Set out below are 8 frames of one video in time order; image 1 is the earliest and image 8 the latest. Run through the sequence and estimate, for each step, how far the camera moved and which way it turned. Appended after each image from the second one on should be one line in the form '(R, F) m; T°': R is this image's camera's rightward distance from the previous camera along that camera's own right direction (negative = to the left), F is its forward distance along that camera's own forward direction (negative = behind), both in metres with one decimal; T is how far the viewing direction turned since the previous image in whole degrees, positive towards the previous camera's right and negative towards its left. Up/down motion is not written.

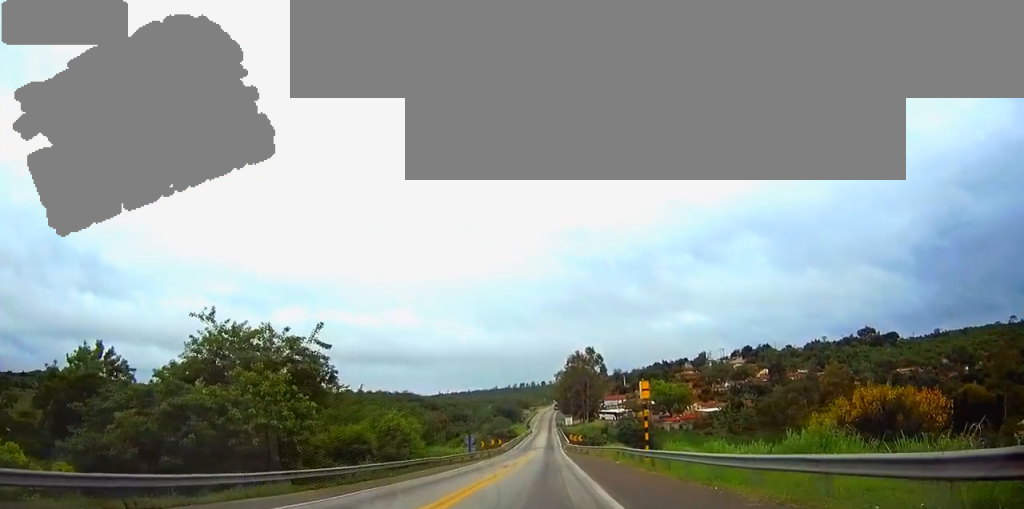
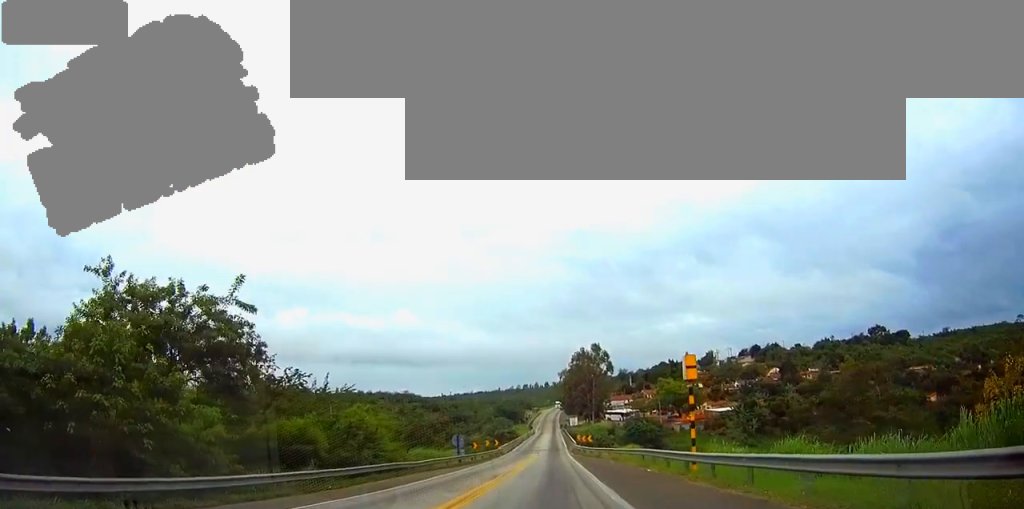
(-0.1, +10.7) m; 0°
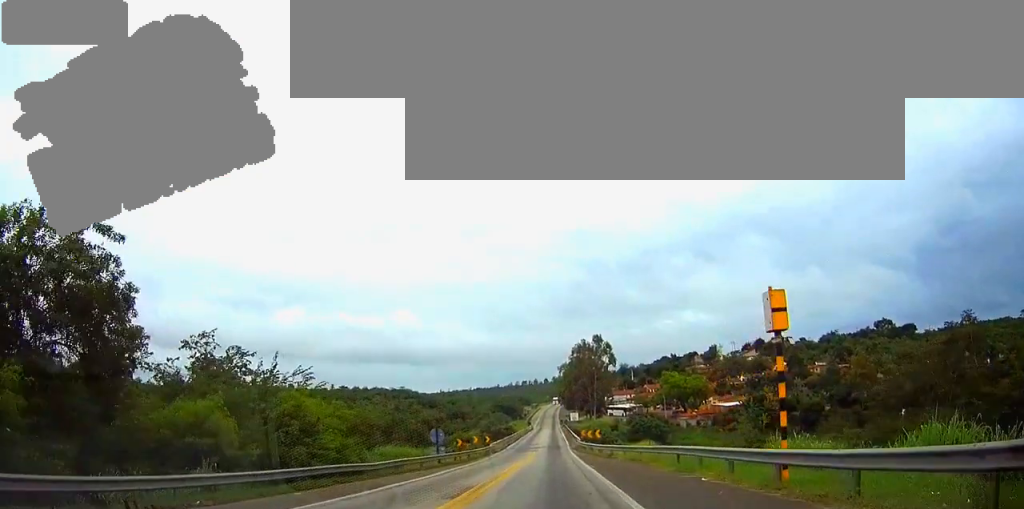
(+0.1, +10.1) m; +1°
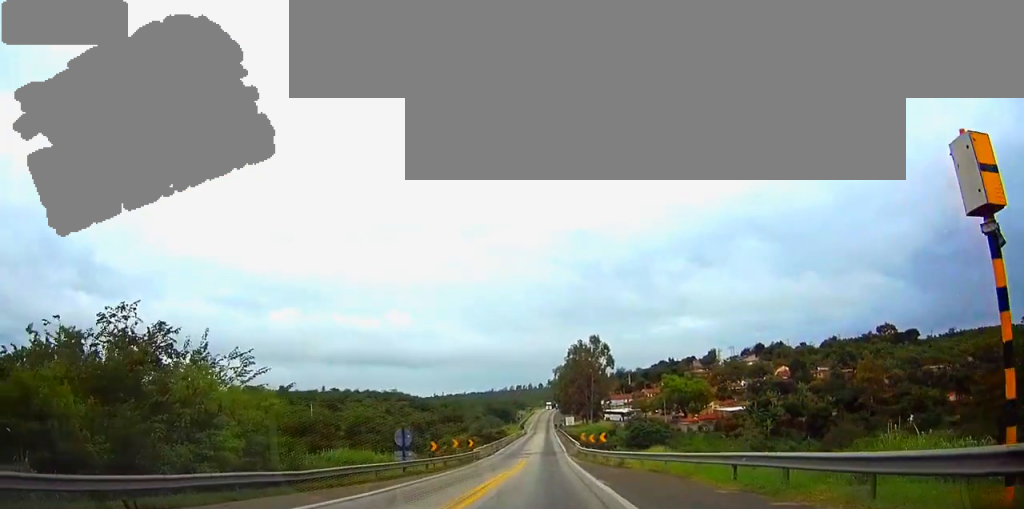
(+0.1, +8.9) m; +1°
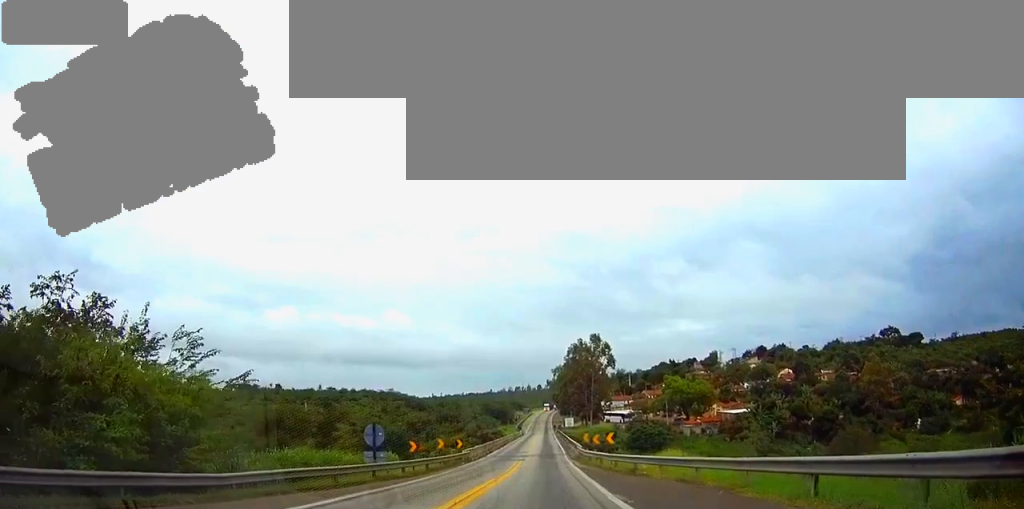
(0.0, +5.8) m; 0°
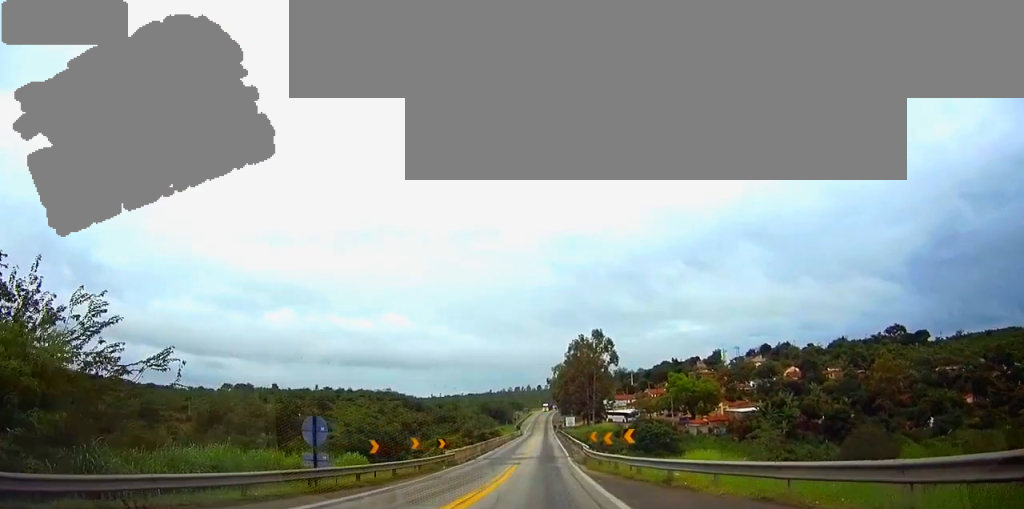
(-0.1, +7.9) m; -1°
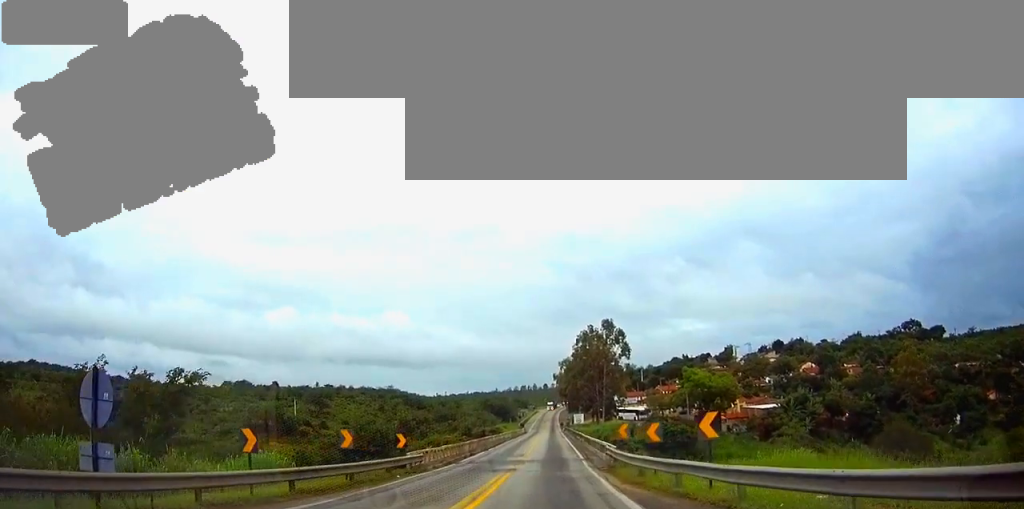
(0.0, +12.2) m; 0°
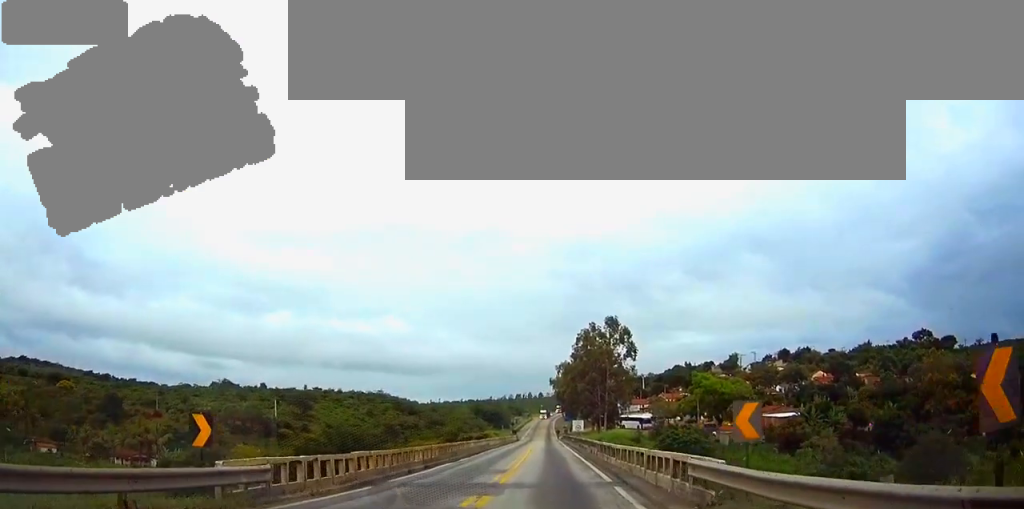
(0.0, +16.0) m; +1°
